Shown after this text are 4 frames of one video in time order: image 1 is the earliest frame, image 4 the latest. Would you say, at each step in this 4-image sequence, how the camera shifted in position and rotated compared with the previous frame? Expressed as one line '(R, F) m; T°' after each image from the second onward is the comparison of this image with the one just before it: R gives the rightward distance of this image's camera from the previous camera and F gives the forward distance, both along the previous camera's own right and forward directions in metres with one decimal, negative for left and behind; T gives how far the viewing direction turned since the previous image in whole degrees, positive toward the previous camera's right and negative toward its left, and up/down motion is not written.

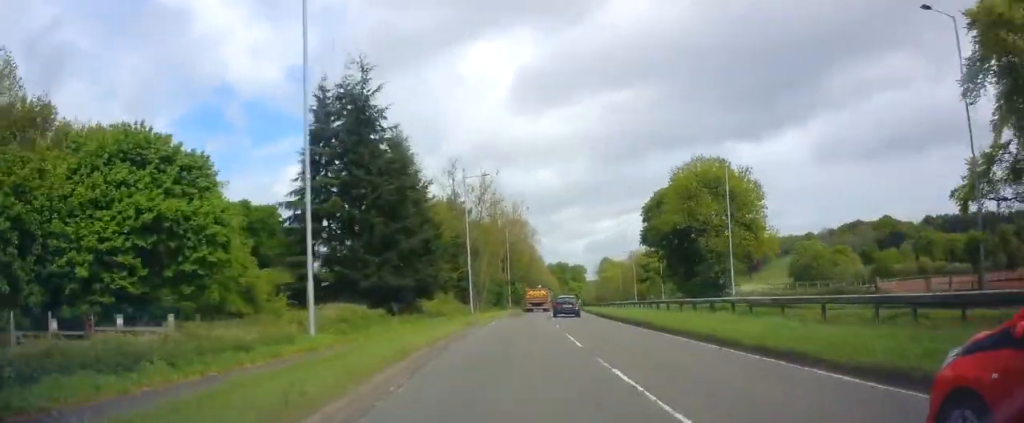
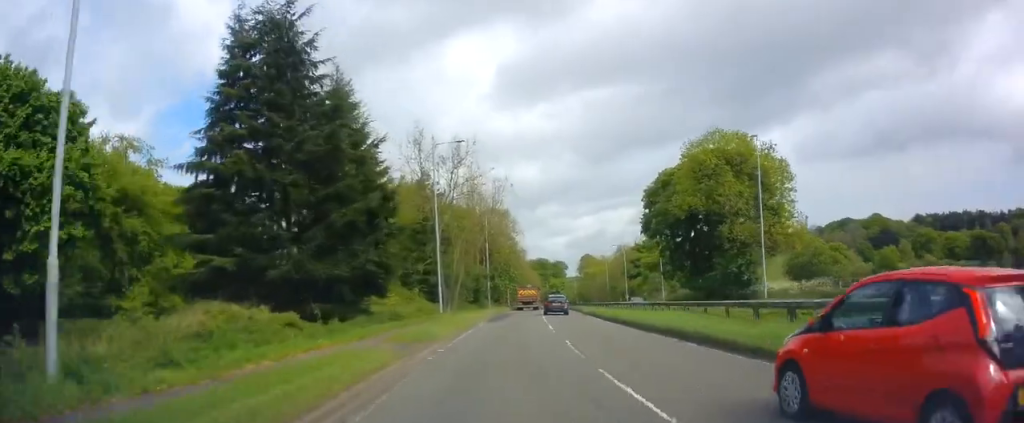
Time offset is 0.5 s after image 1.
(0.0, +10.2) m; +1°
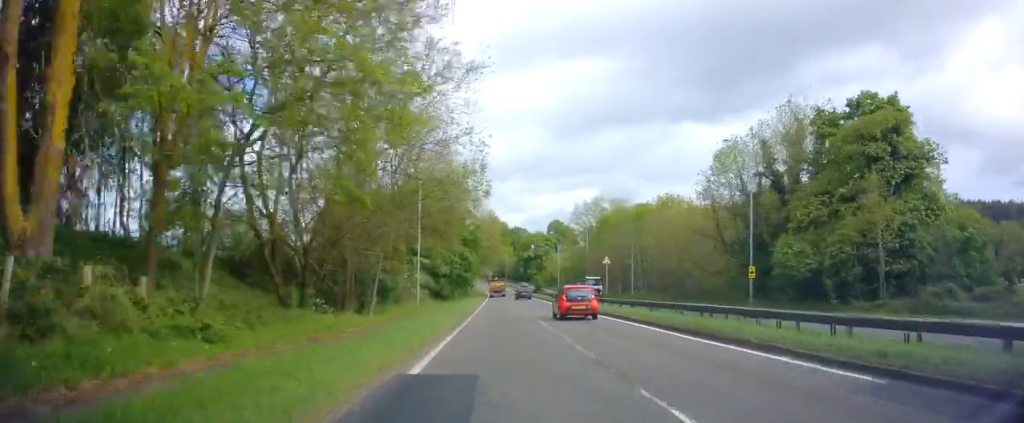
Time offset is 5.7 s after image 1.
(+7.7, +104.8) m; +5°
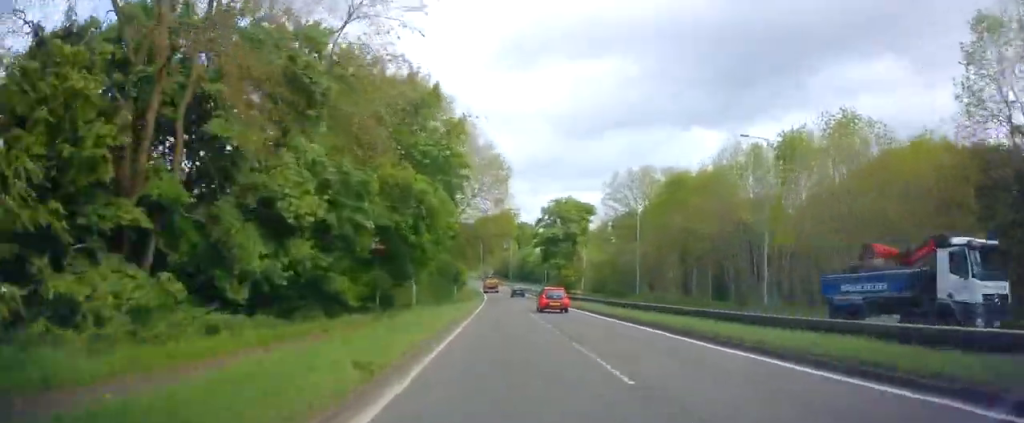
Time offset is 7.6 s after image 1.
(0.0, +37.9) m; 0°
